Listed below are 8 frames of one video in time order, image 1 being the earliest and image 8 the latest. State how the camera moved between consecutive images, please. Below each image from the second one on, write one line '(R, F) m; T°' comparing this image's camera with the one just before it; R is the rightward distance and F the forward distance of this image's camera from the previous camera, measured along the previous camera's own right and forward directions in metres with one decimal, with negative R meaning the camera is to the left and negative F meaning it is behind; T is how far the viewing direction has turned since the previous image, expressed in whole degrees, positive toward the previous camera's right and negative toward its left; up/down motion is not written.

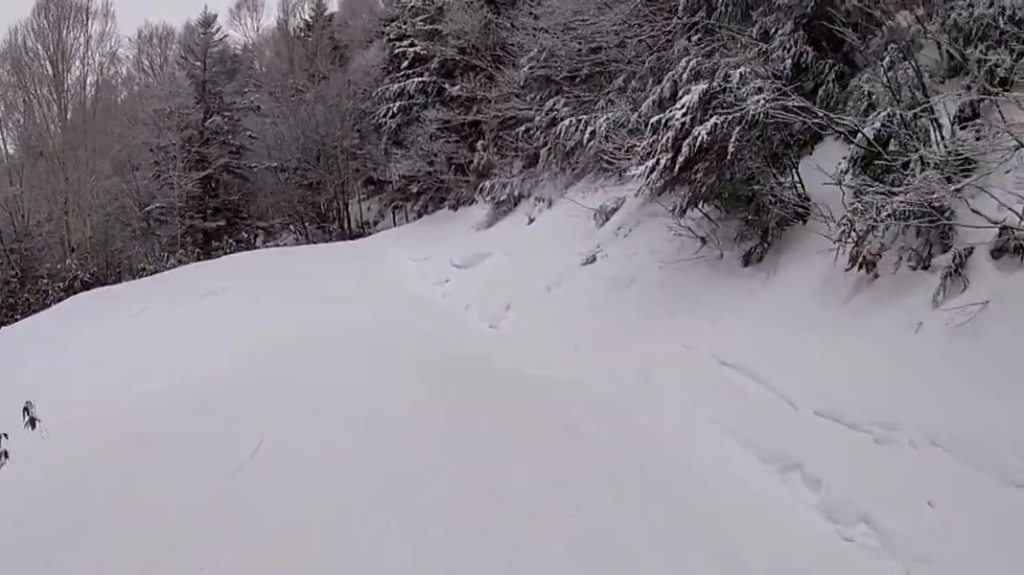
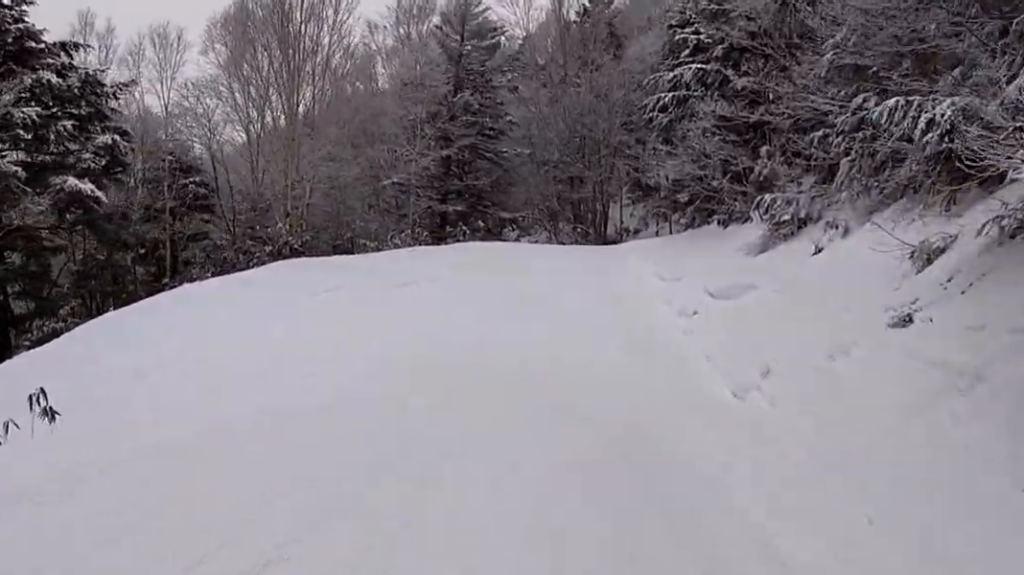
(-0.3, +2.3) m; -15°
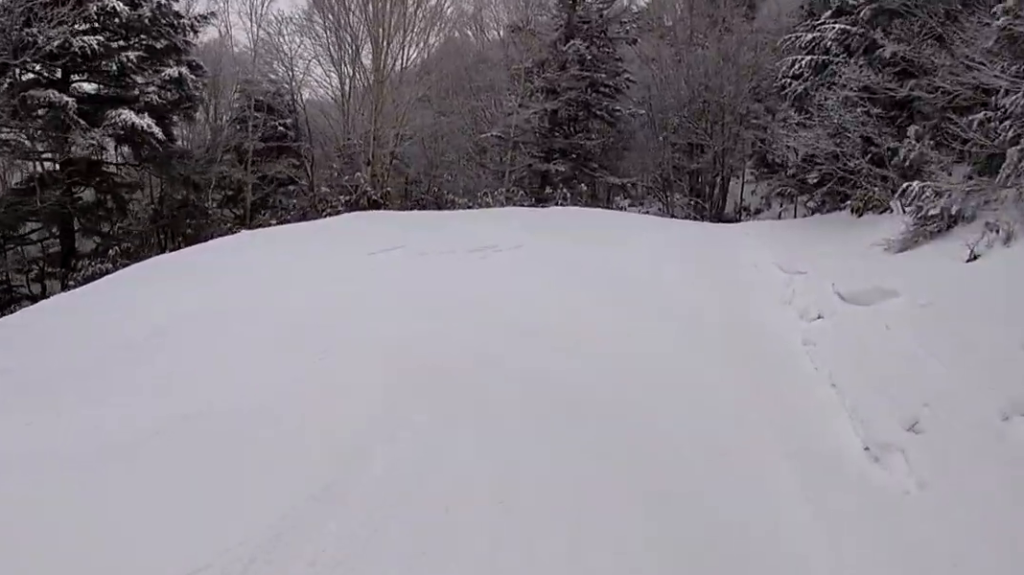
(-0.2, +1.2) m; -15°
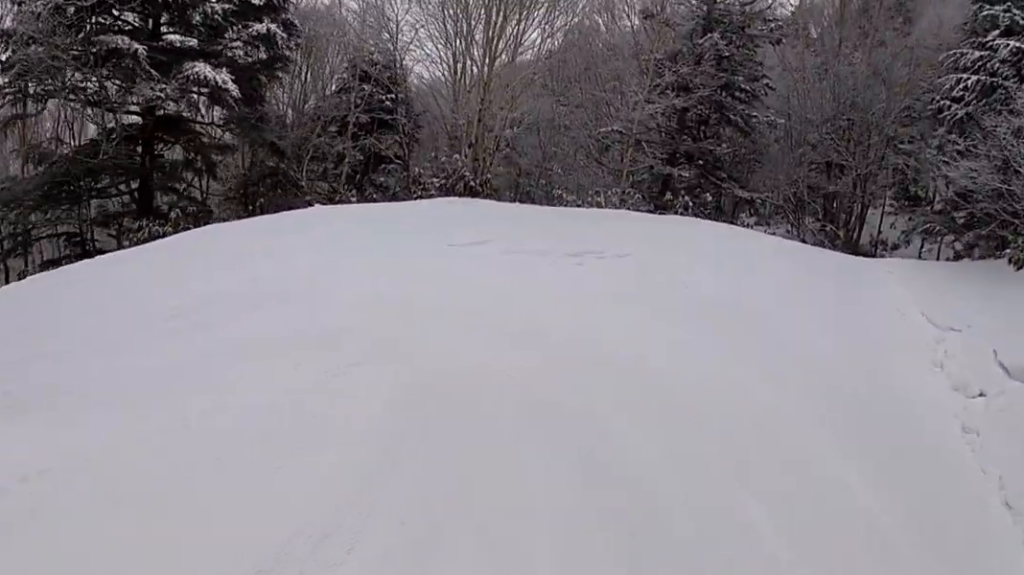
(0.0, +1.1) m; -18°
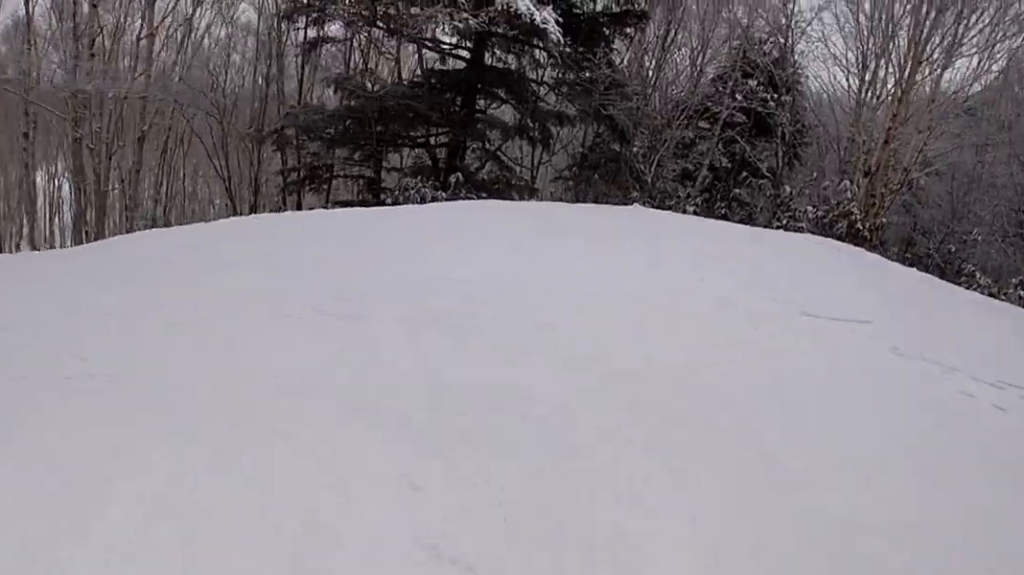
(-0.7, +1.9) m; -42°
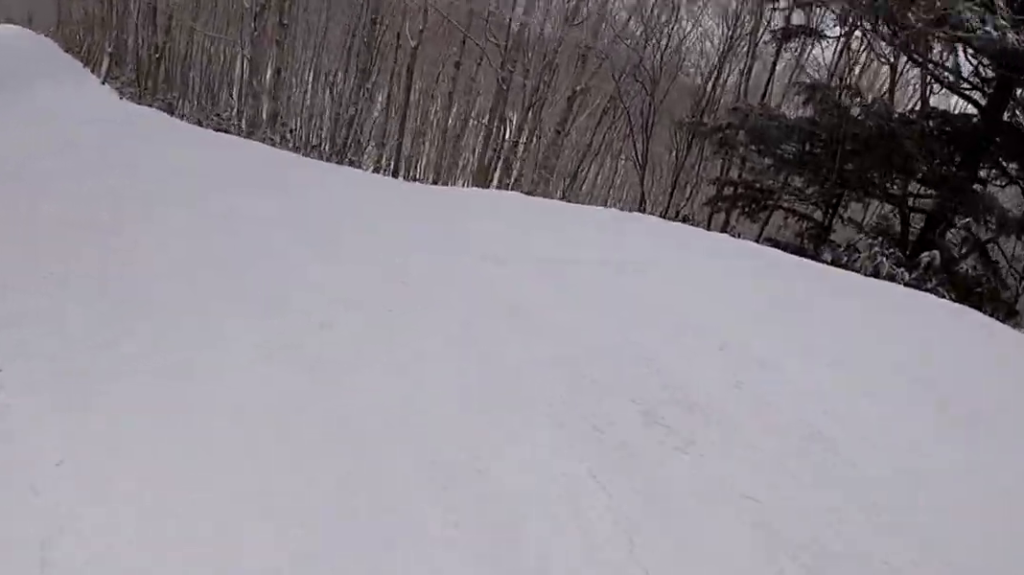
(-0.5, +1.8) m; -22°
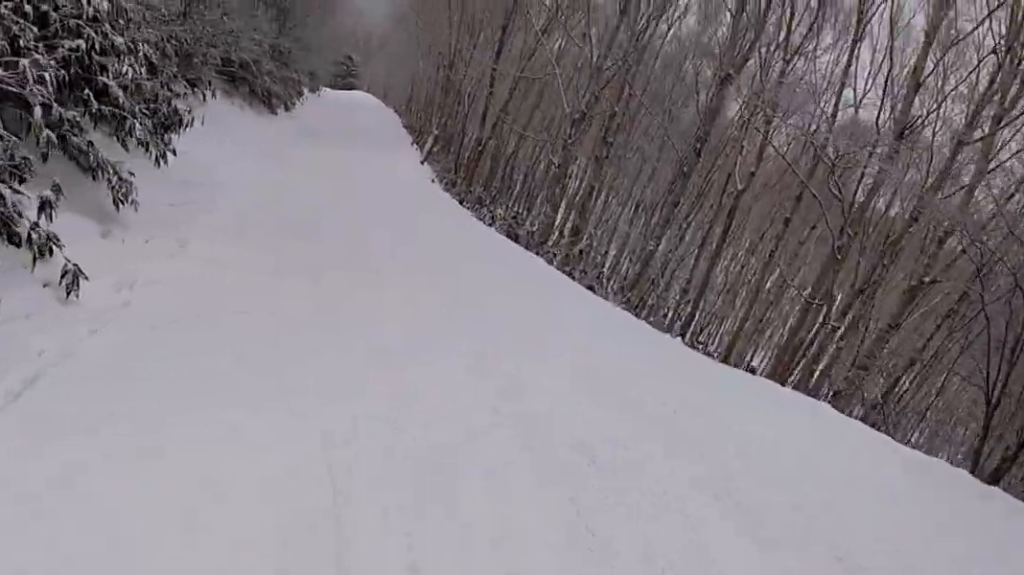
(-0.2, +1.7) m; -13°
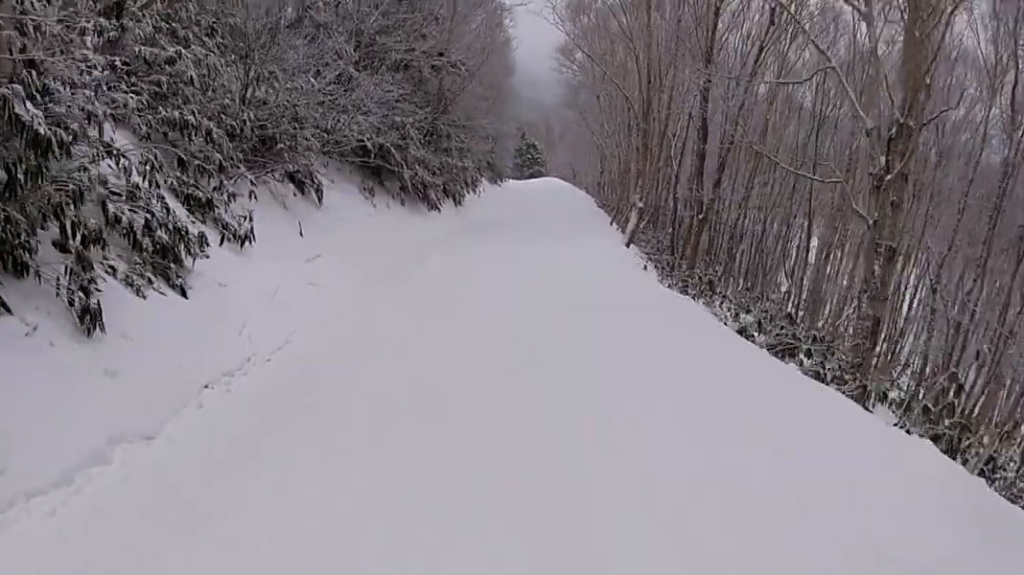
(-1.0, +5.4) m; -16°
